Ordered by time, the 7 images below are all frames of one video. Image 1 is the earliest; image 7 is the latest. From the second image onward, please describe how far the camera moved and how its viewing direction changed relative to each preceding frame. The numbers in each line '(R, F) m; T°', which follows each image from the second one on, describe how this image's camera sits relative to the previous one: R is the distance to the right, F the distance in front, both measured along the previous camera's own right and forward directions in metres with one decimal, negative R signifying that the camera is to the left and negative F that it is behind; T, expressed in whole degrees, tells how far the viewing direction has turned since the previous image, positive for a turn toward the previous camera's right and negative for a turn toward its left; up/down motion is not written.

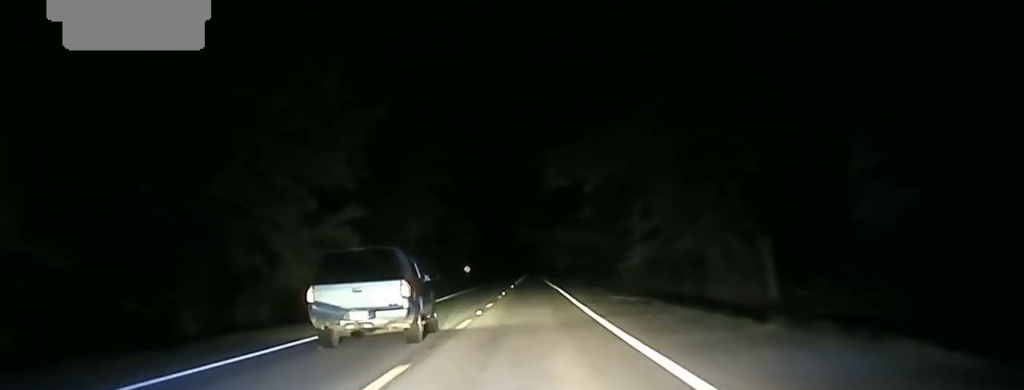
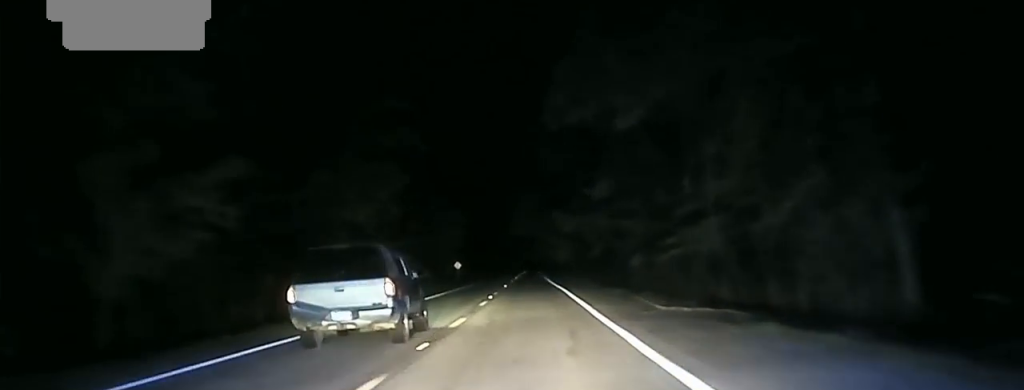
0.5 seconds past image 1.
(0.0, +14.9) m; 0°
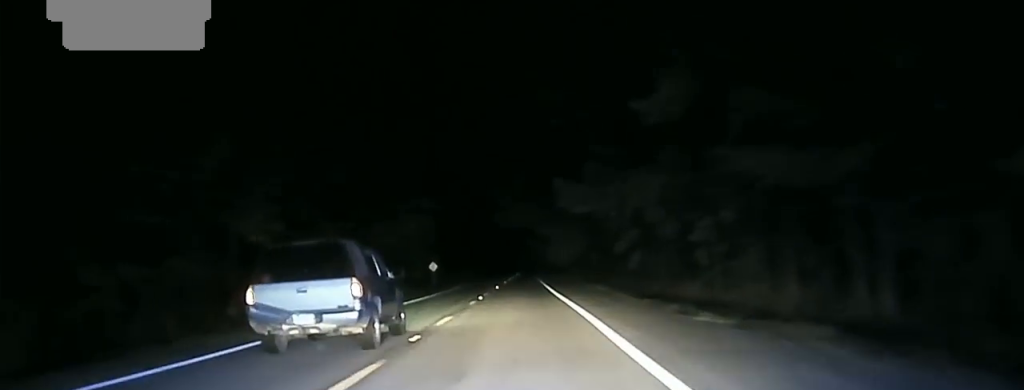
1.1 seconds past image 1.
(-0.1, +22.0) m; 0°
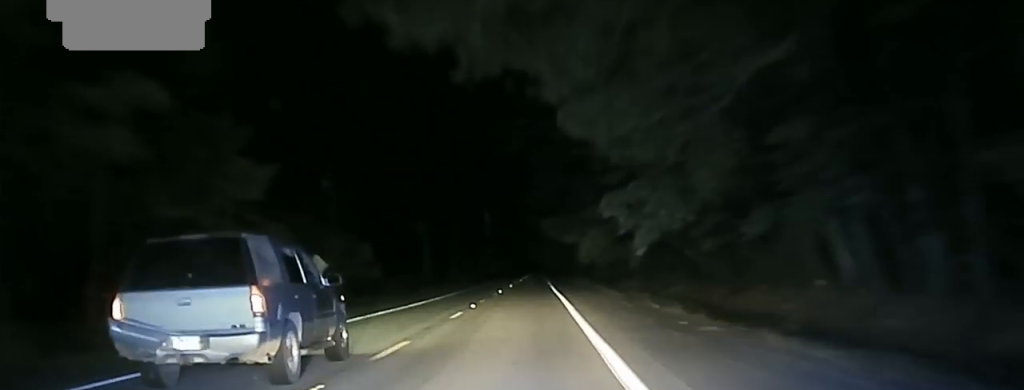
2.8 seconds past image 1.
(-0.1, +47.9) m; 0°
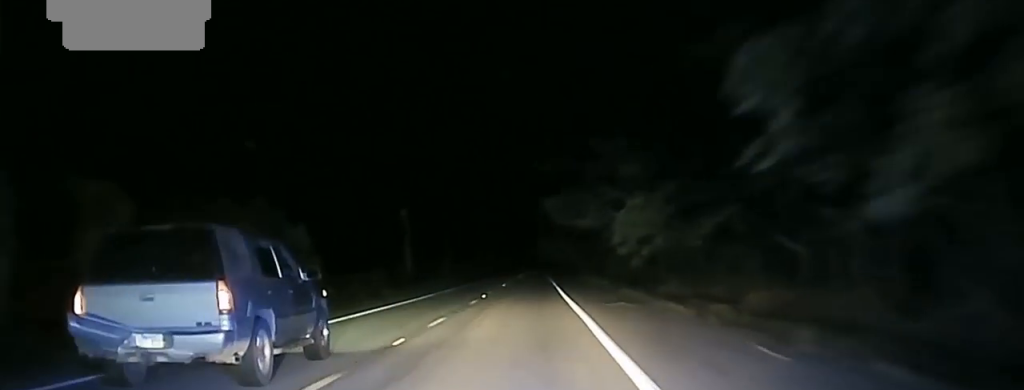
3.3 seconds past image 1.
(+0.1, +16.8) m; 0°
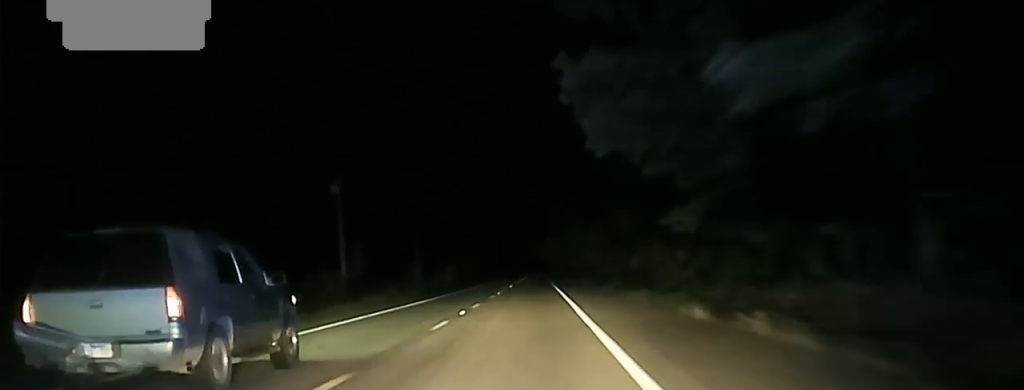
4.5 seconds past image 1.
(-0.1, +38.0) m; -1°
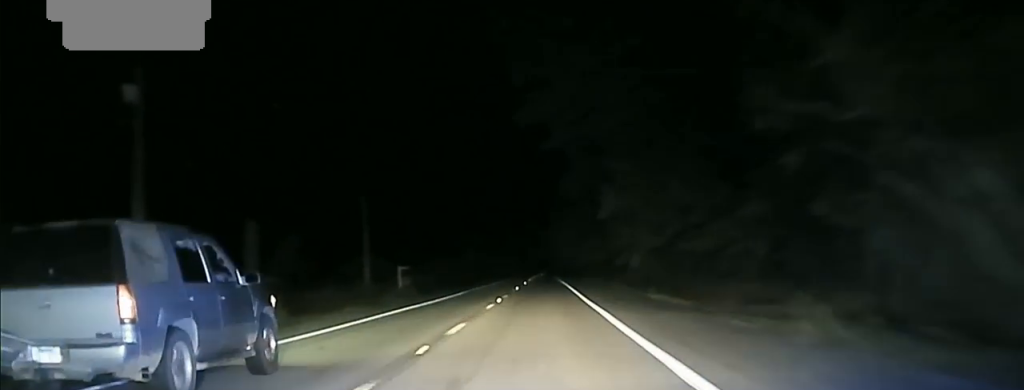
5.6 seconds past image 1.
(-0.2, +40.2) m; 0°
